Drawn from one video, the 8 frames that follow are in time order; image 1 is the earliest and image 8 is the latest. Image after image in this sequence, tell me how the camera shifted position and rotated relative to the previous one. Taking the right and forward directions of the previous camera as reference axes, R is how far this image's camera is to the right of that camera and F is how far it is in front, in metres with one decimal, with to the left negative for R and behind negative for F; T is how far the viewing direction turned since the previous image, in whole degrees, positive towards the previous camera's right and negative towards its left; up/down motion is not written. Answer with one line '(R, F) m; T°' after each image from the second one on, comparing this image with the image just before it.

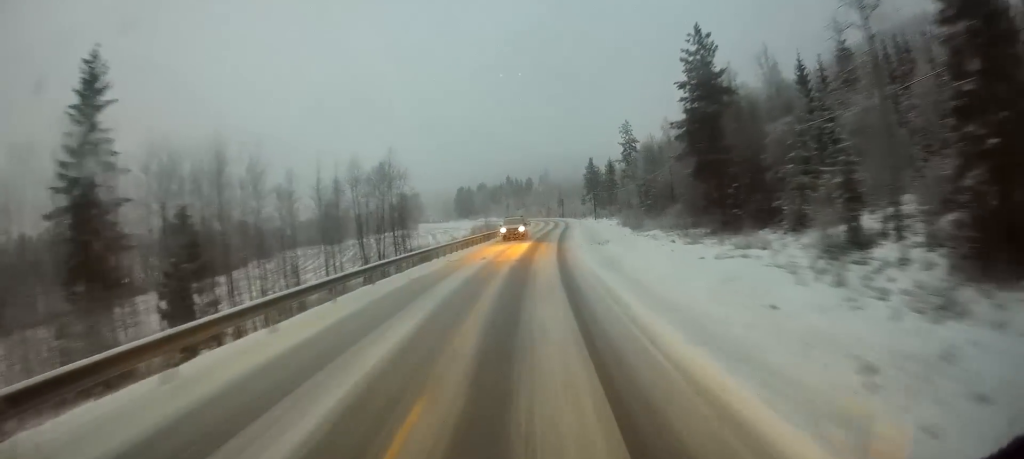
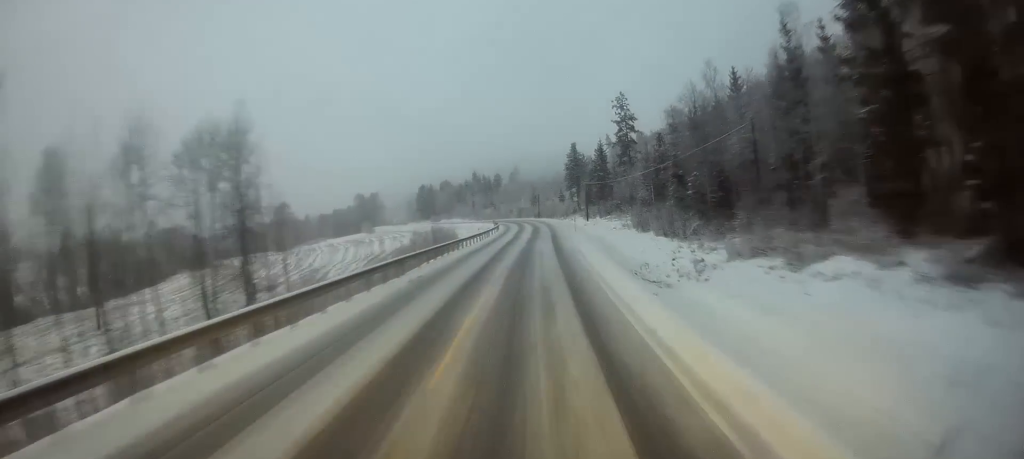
(+0.5, +28.2) m; +3°
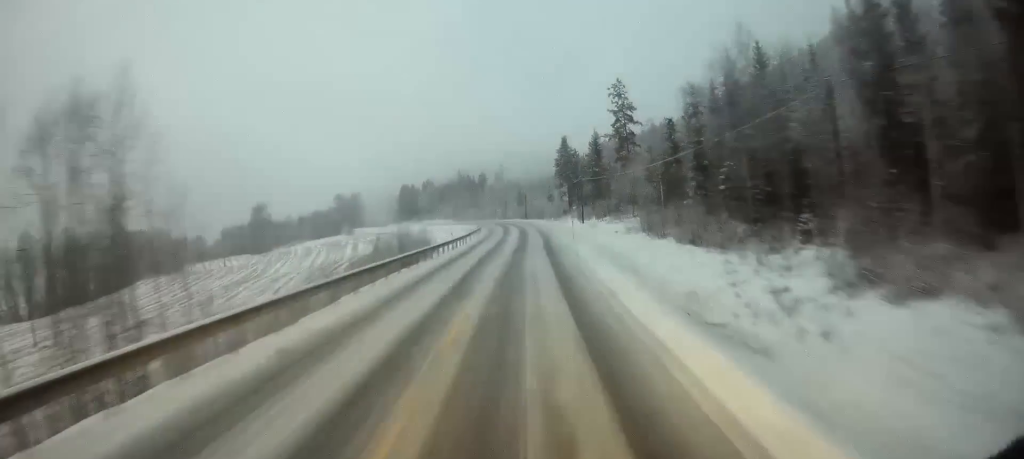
(+0.1, +10.2) m; +1°
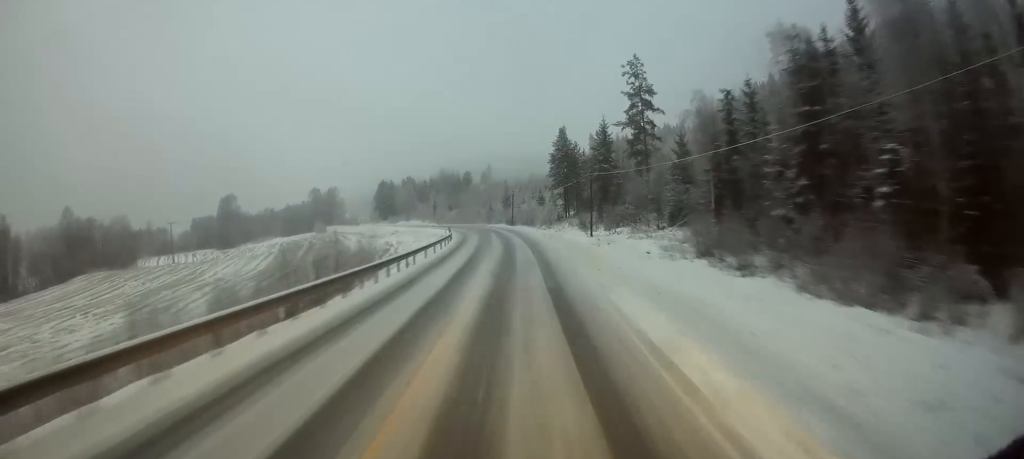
(+0.2, +18.5) m; +1°
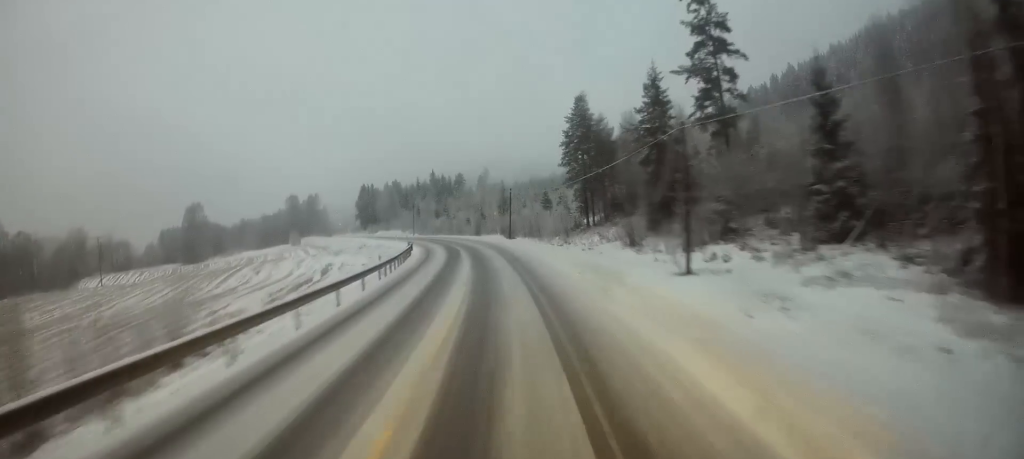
(0.0, +26.7) m; -1°
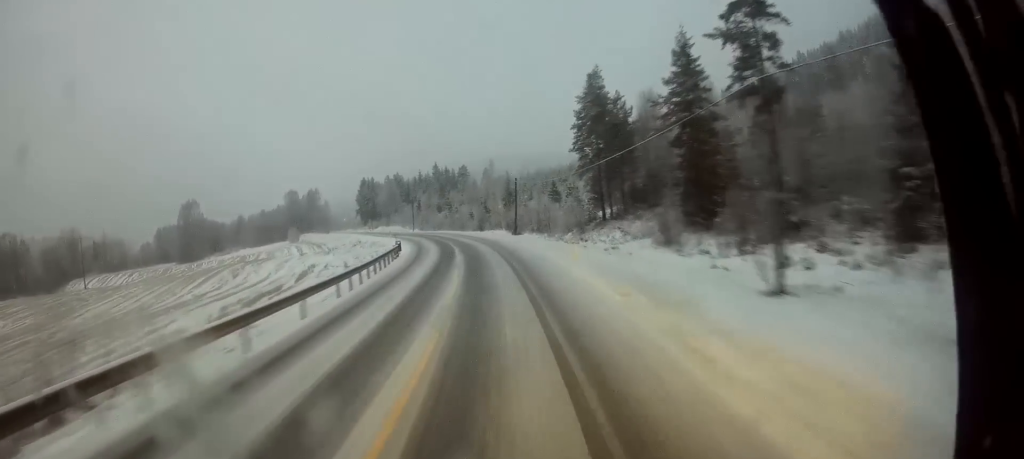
(0.0, +7.1) m; -1°
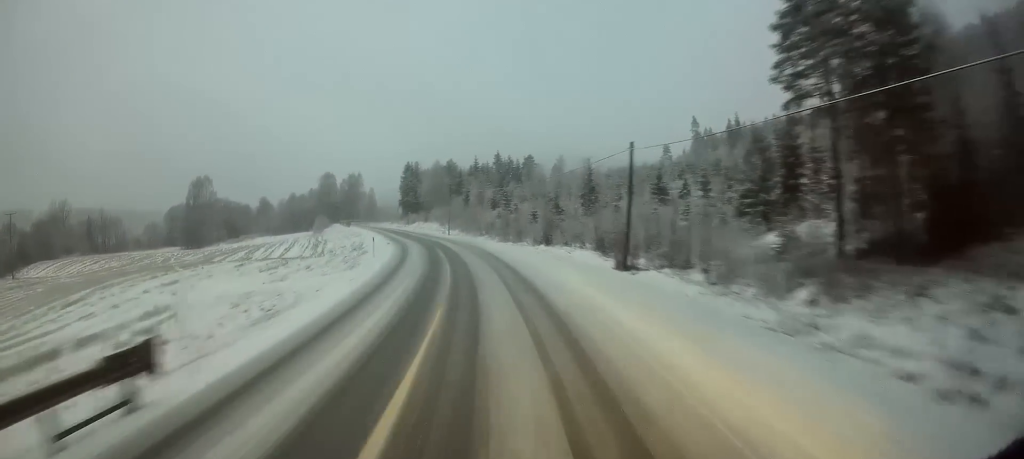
(-2.0, +32.3) m; -8°
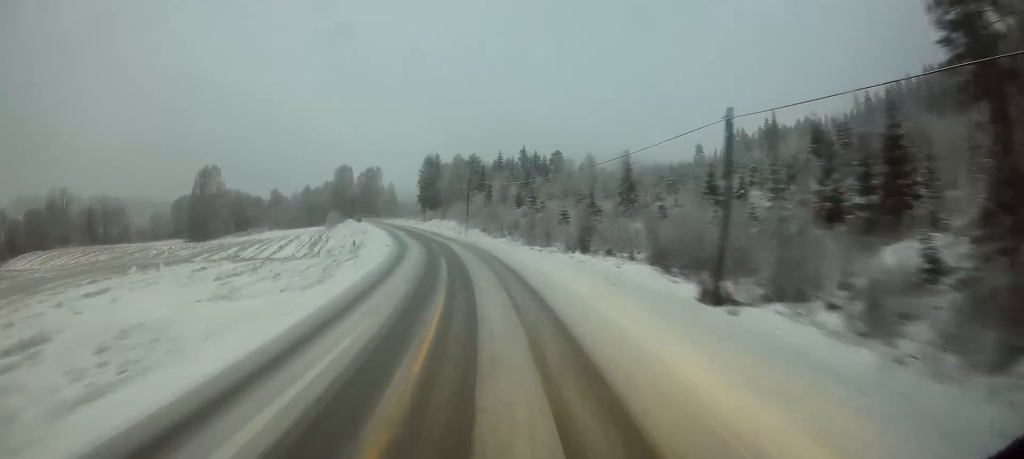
(-0.1, +9.1) m; -2°
